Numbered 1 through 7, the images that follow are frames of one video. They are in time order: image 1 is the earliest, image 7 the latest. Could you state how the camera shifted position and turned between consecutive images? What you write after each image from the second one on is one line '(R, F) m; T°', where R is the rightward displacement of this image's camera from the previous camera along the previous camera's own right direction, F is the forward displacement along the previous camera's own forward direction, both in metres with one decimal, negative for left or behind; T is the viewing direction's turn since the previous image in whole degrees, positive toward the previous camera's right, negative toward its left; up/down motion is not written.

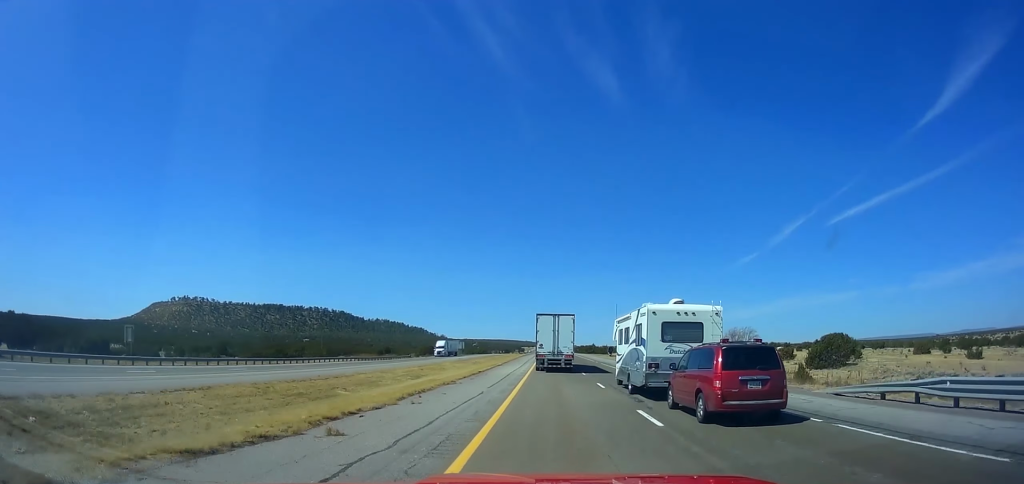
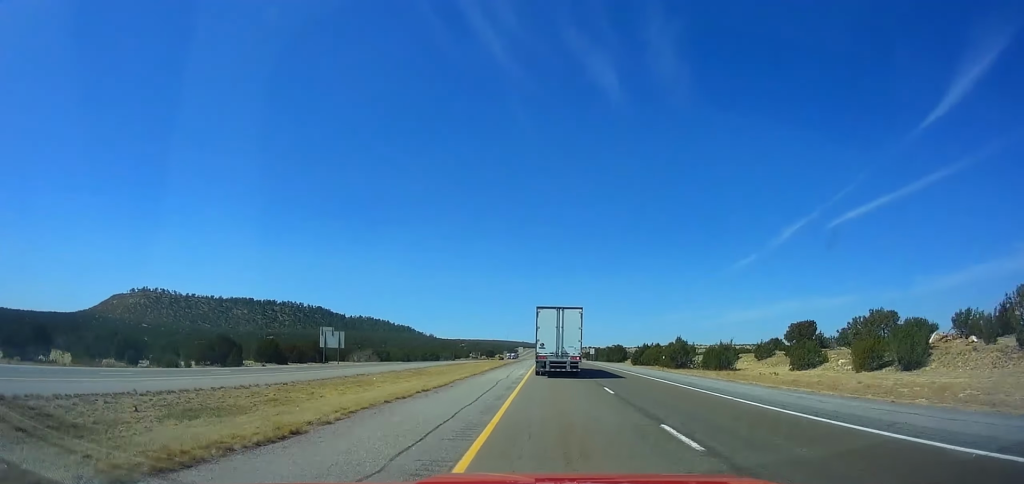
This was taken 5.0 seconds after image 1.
(0.0, +159.8) m; 0°
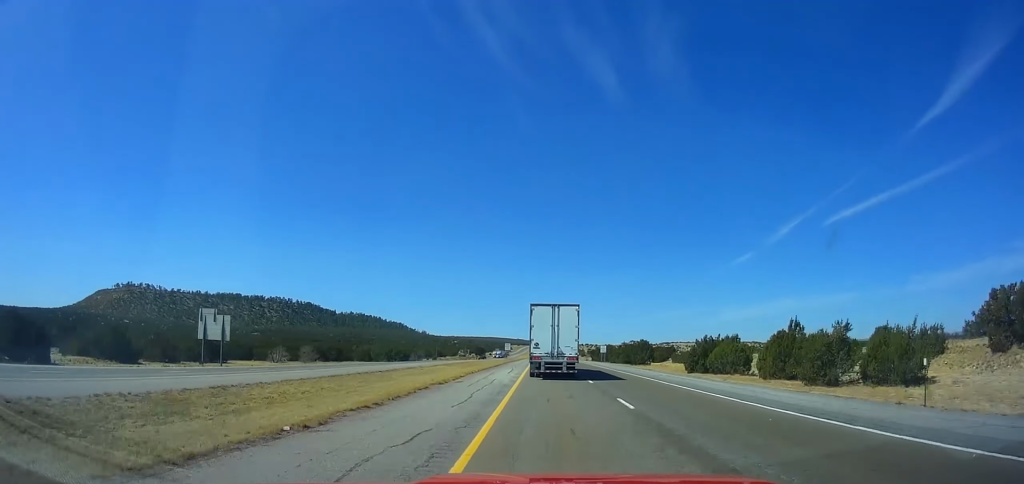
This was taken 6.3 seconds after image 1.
(0.0, +41.9) m; 0°
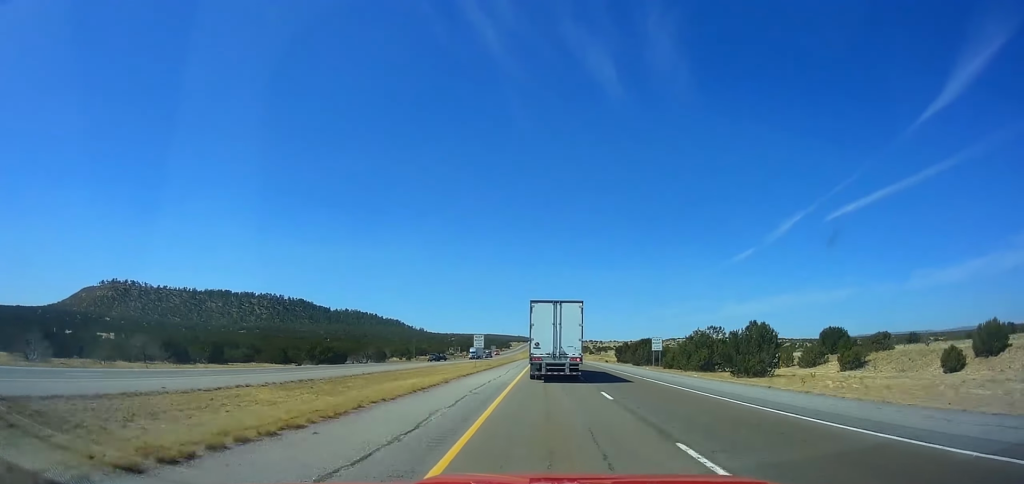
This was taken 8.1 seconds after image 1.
(0.0, +58.1) m; 0°
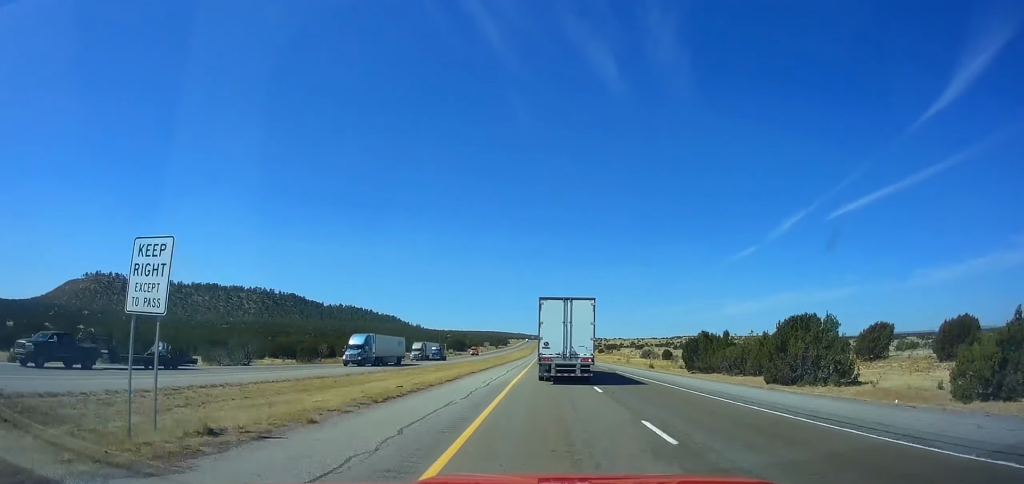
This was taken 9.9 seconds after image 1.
(0.0, +58.5) m; 0°
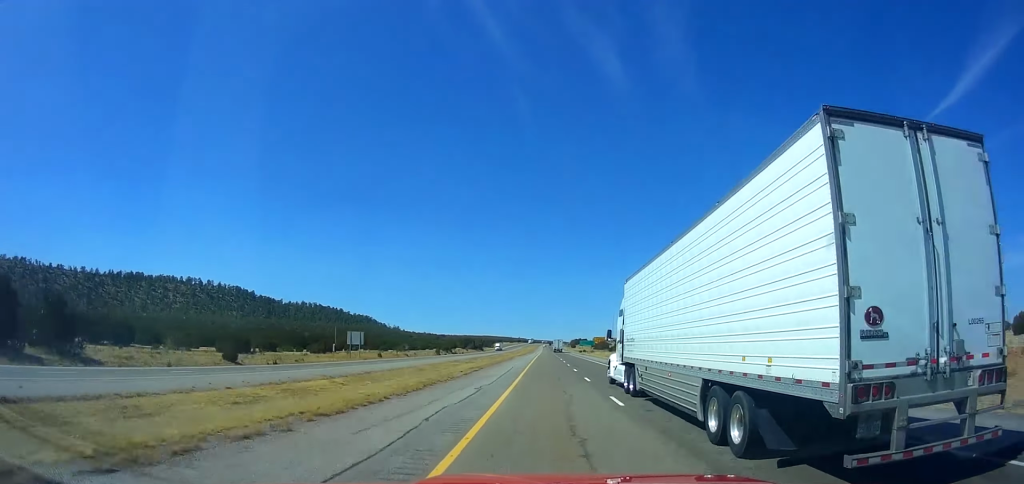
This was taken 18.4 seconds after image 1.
(-0.7, +286.0) m; 0°
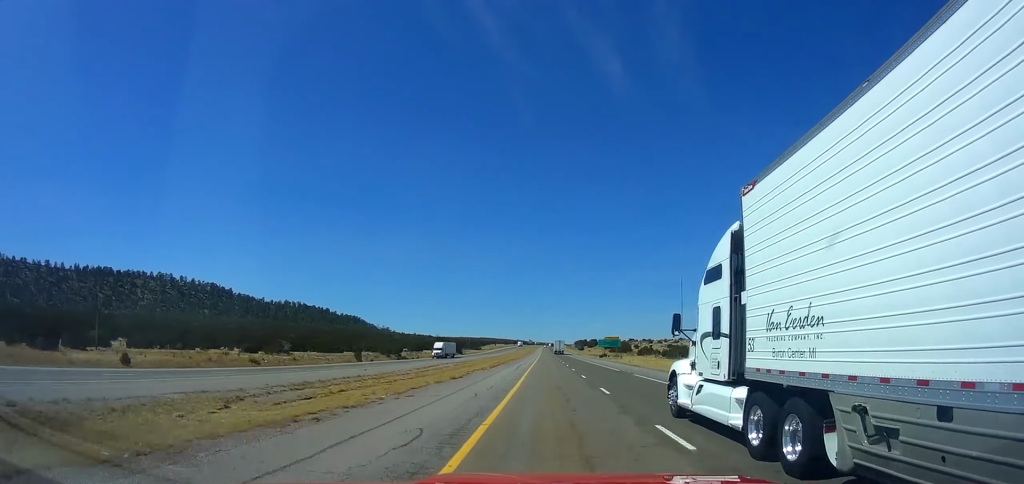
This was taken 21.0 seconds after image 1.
(-0.1, +90.8) m; 0°
